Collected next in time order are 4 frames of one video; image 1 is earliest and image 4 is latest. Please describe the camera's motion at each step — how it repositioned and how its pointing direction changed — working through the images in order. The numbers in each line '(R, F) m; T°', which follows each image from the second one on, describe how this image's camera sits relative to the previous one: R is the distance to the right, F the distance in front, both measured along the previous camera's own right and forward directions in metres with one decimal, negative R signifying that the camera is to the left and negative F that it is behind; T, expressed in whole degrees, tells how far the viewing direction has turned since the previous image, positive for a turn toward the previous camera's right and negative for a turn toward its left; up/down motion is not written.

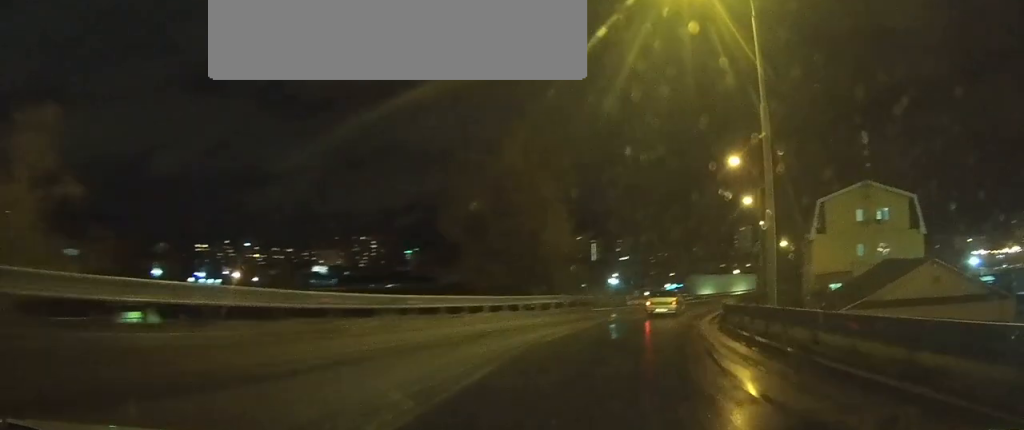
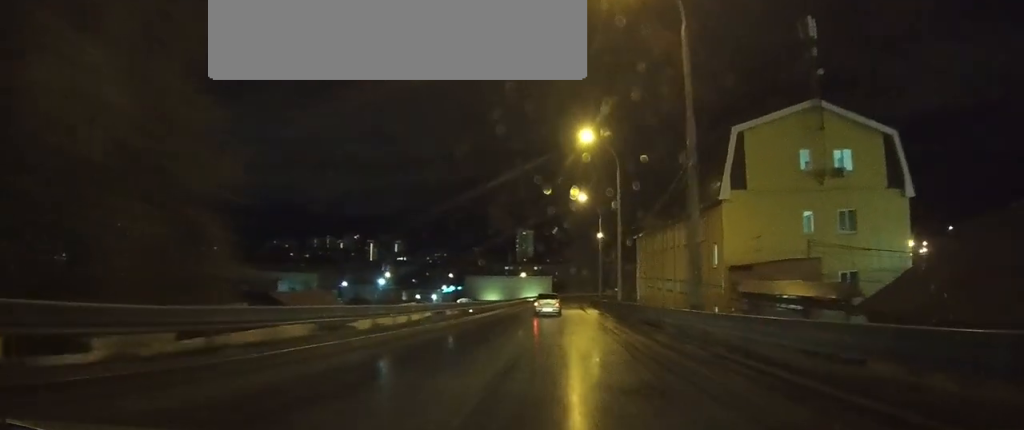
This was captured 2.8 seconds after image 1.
(+9.2, +34.0) m; +24°
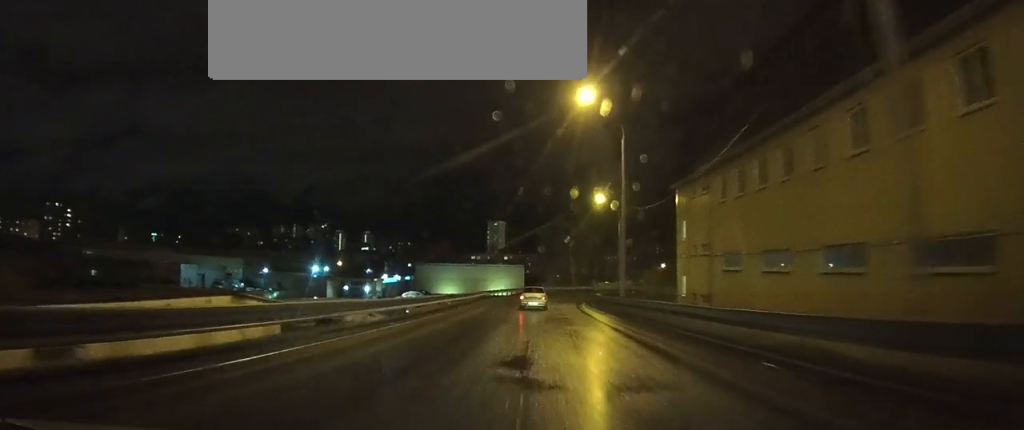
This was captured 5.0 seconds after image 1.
(+2.5, +35.0) m; +7°
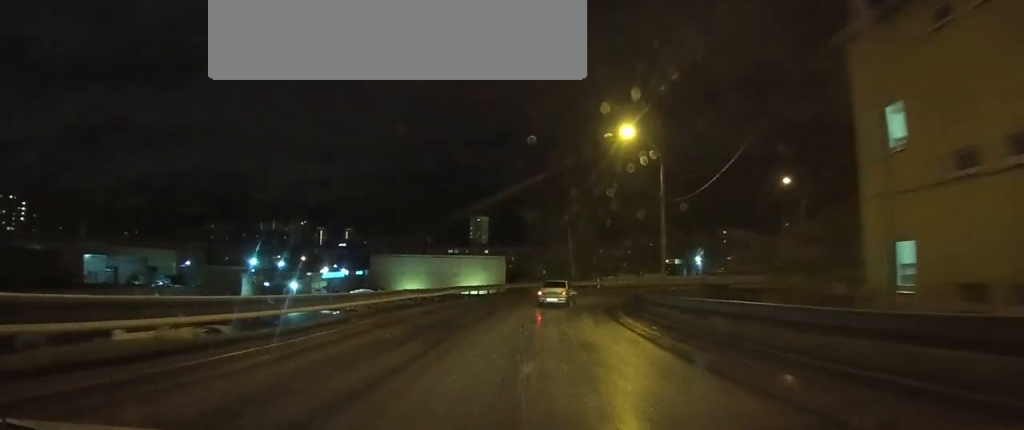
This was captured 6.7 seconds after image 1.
(+0.5, +25.7) m; +2°
